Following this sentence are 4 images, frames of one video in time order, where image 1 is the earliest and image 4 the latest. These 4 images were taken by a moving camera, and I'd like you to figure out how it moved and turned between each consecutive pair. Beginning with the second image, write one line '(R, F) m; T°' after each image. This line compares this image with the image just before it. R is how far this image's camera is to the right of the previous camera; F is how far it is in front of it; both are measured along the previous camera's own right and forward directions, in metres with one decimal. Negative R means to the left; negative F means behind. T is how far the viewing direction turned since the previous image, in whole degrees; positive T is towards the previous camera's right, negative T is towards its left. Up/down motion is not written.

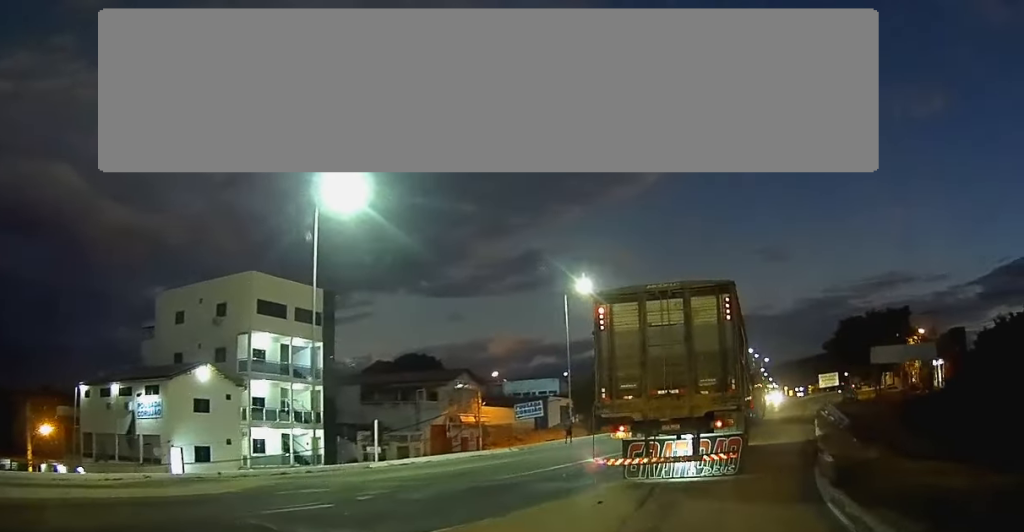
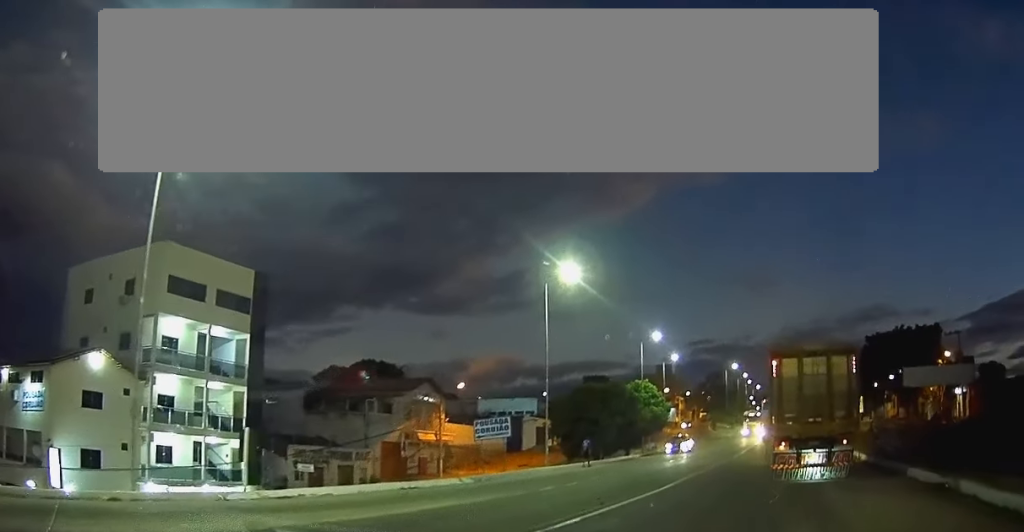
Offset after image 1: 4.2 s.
(0.0, +10.4) m; +2°
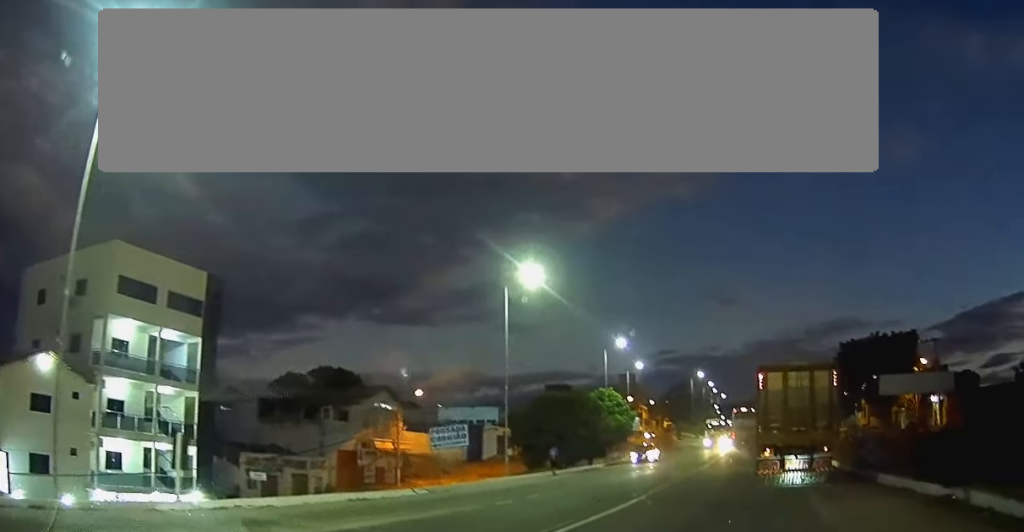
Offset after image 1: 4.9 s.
(0.0, +1.7) m; +3°
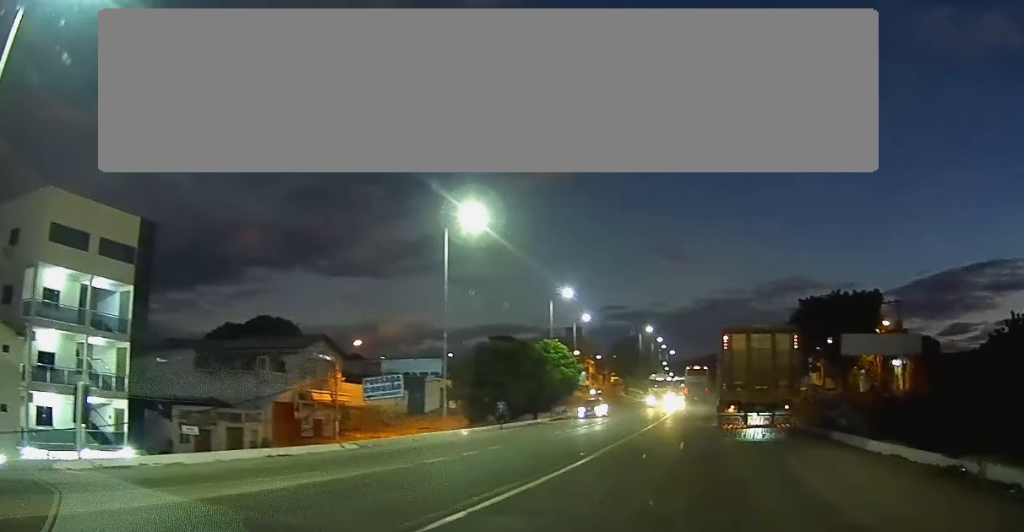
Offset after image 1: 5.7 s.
(+0.1, +2.0) m; +3°
